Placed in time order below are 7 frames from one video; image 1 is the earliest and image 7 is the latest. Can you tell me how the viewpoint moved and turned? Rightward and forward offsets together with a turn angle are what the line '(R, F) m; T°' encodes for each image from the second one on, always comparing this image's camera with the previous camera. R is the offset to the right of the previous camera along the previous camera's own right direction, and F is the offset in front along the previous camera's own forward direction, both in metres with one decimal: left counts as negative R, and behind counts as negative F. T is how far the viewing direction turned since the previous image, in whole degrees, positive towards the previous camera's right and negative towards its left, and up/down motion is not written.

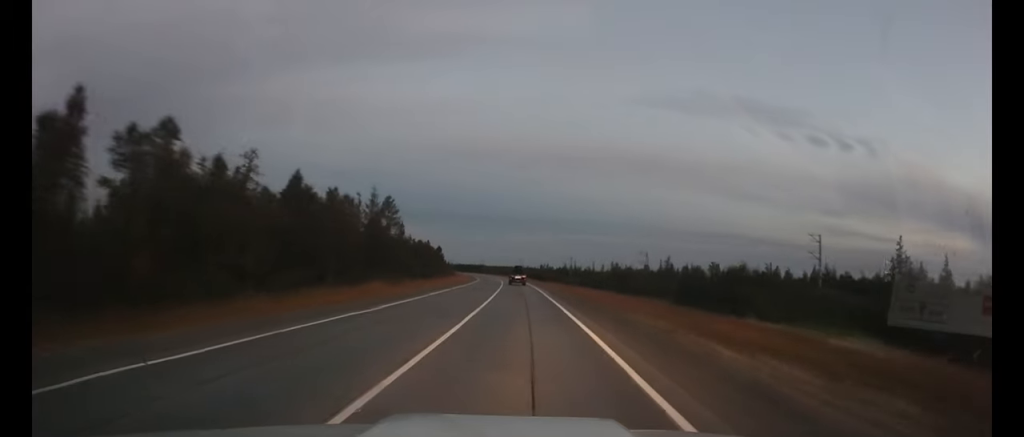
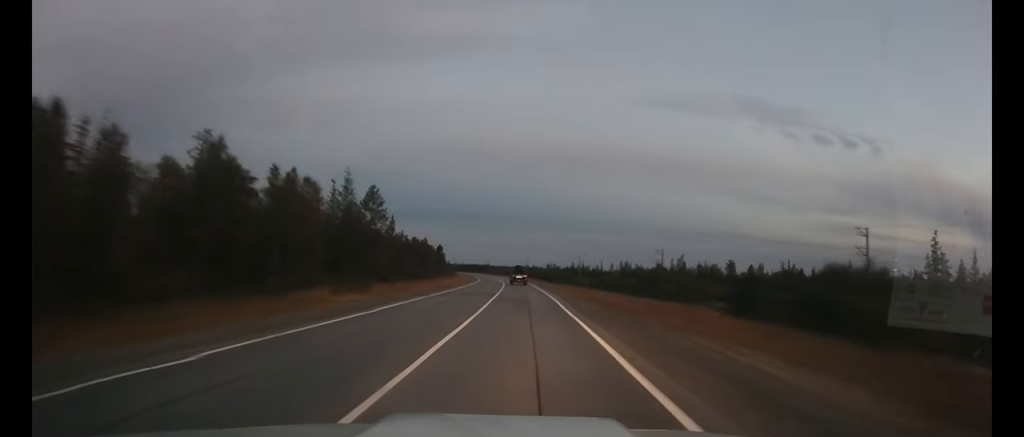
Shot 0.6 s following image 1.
(-0.1, +12.5) m; -1°
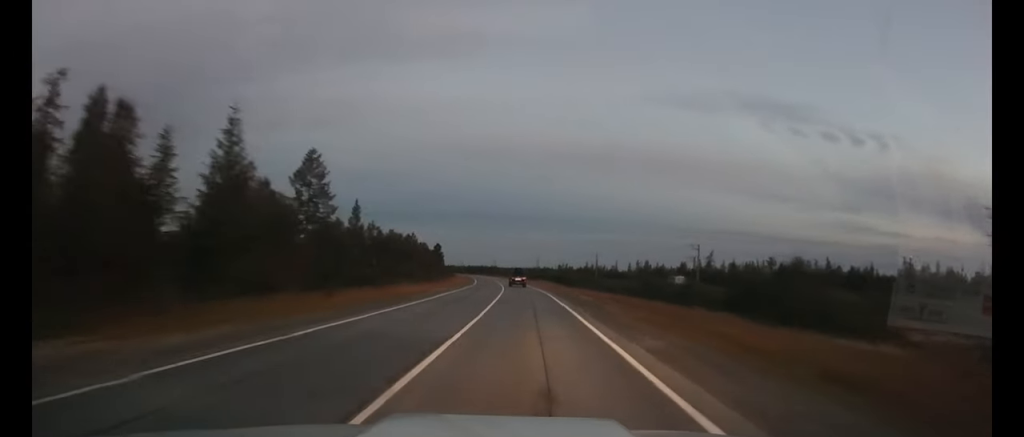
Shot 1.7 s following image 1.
(-0.2, +25.8) m; -1°
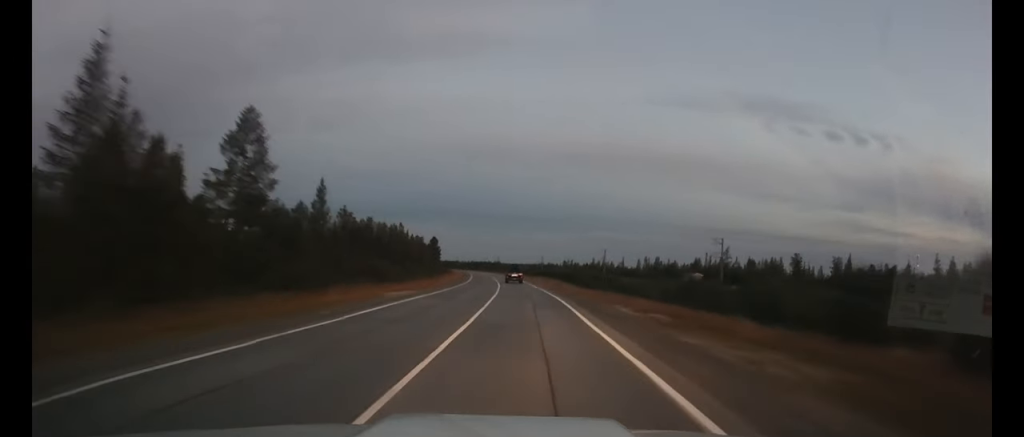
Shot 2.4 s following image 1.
(-0.1, +14.1) m; -1°
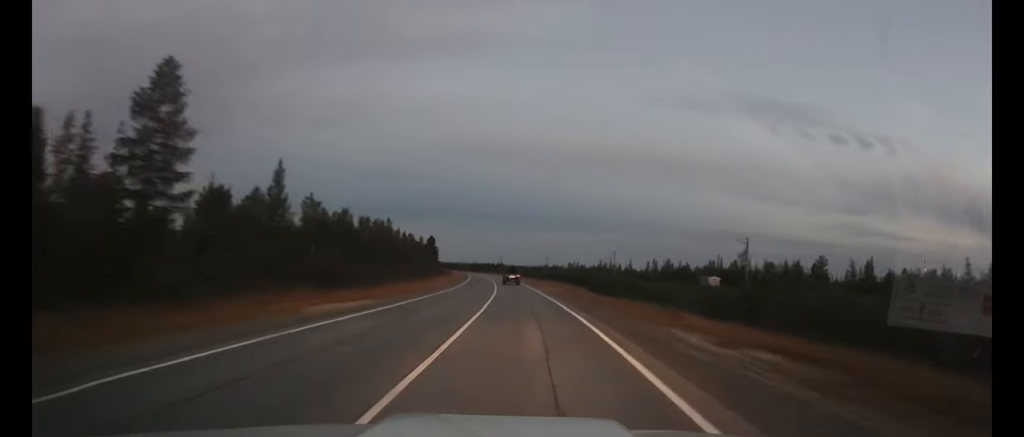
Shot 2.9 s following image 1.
(0.0, +11.9) m; 0°
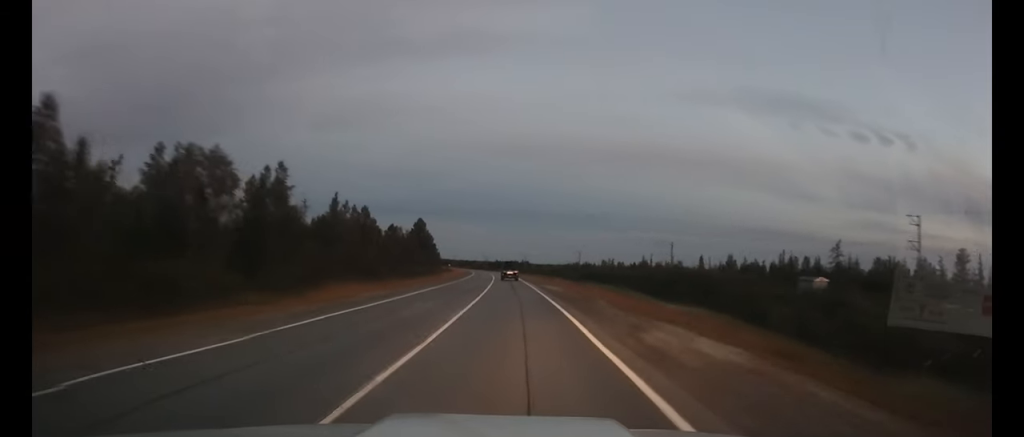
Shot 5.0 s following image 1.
(-0.7, +46.8) m; -2°
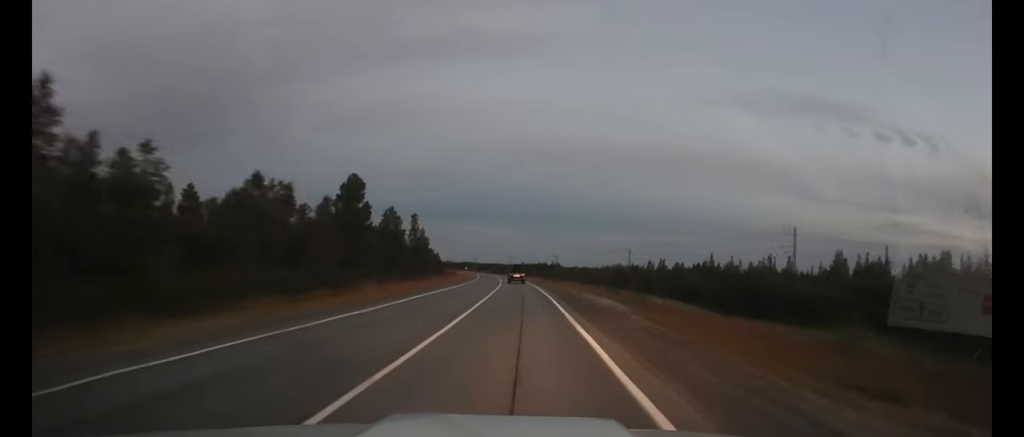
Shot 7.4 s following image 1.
(-1.7, +56.3) m; -3°
